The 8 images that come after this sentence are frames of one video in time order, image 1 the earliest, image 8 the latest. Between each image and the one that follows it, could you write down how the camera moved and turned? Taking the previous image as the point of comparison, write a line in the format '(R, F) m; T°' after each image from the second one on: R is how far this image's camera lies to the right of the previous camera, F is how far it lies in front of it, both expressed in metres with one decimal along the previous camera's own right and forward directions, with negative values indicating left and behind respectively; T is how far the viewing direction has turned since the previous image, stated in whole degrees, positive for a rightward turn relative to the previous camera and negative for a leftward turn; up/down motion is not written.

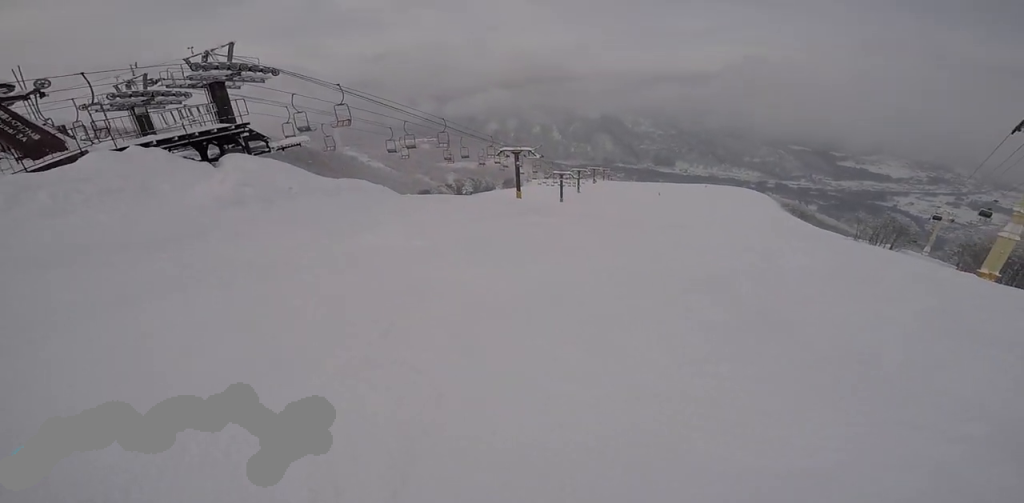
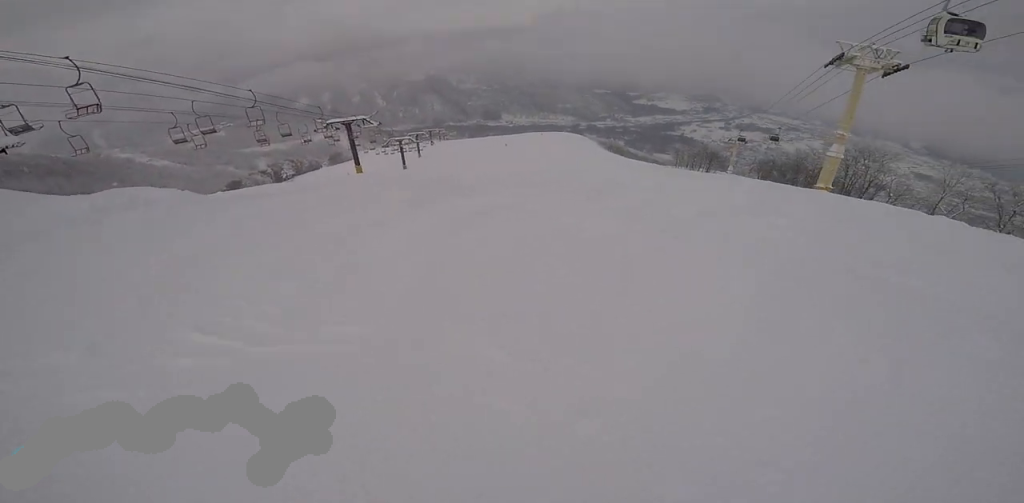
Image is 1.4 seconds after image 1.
(+1.4, +4.9) m; +35°
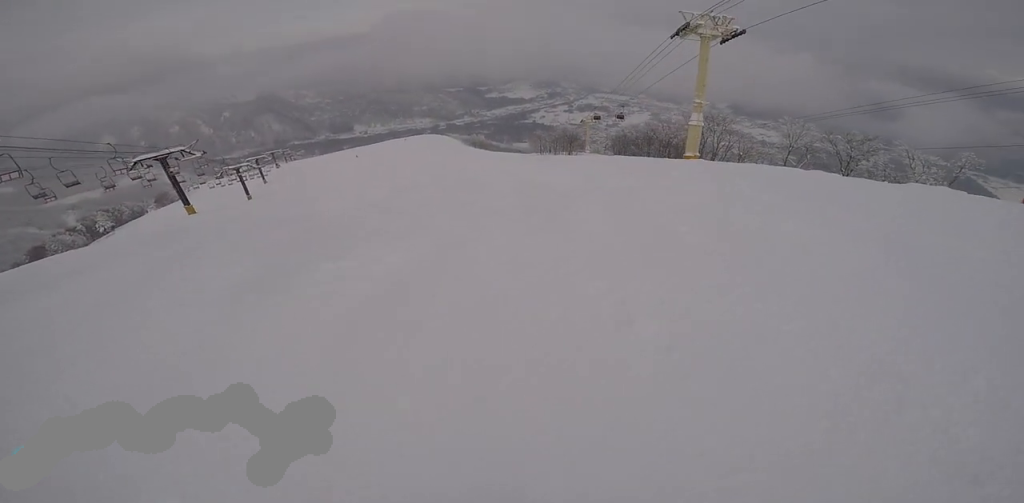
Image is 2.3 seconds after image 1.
(+0.6, +3.6) m; +6°
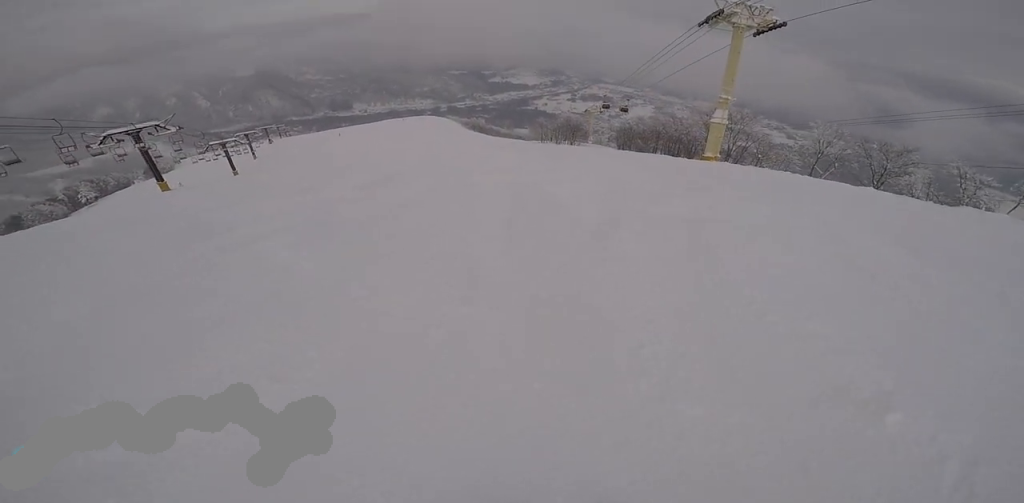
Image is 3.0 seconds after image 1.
(0.0, +3.5) m; -5°
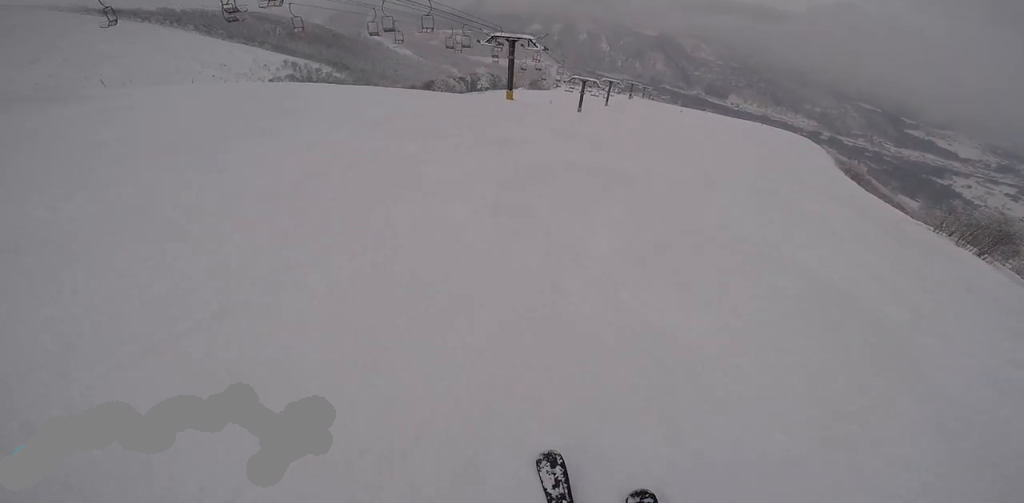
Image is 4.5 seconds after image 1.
(-1.1, +6.9) m; -27°
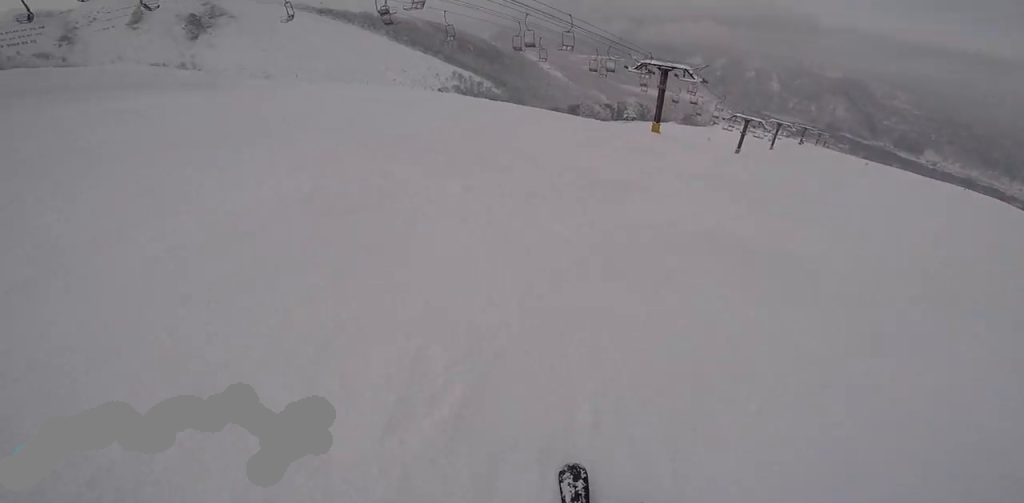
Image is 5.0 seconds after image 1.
(-0.4, +2.2) m; -4°
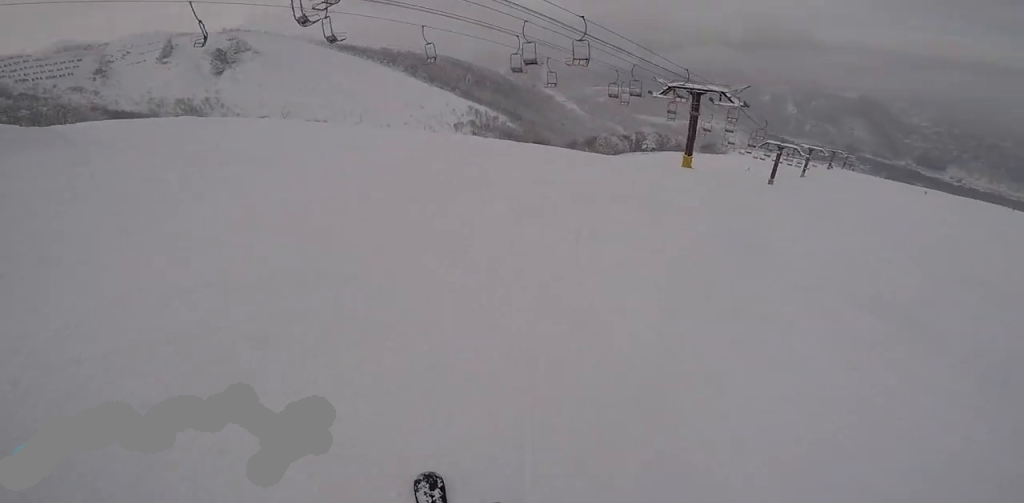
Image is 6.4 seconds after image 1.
(-0.3, +7.3) m; +11°
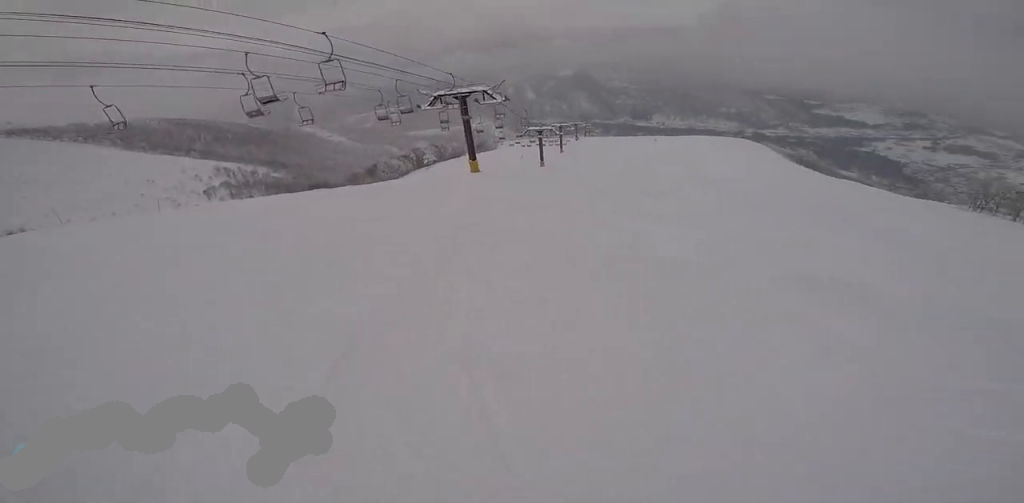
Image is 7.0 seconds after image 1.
(+0.3, +3.1) m; +16°
